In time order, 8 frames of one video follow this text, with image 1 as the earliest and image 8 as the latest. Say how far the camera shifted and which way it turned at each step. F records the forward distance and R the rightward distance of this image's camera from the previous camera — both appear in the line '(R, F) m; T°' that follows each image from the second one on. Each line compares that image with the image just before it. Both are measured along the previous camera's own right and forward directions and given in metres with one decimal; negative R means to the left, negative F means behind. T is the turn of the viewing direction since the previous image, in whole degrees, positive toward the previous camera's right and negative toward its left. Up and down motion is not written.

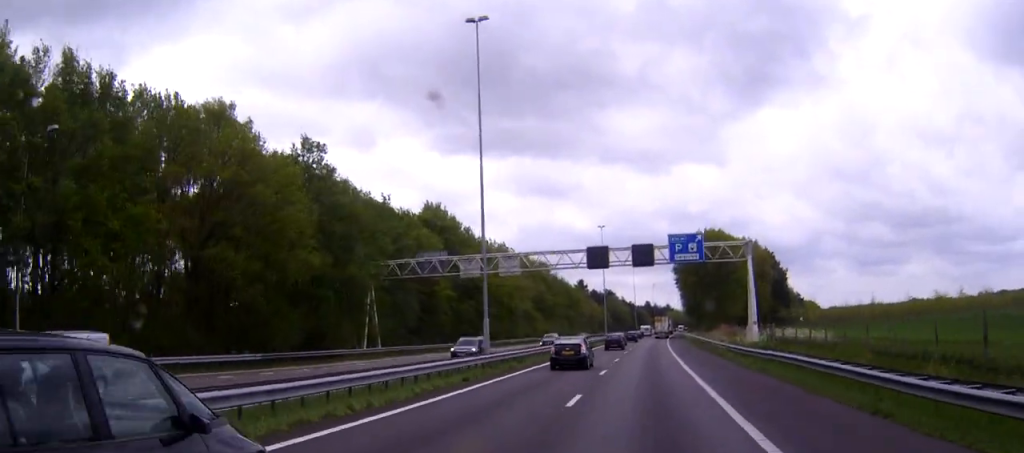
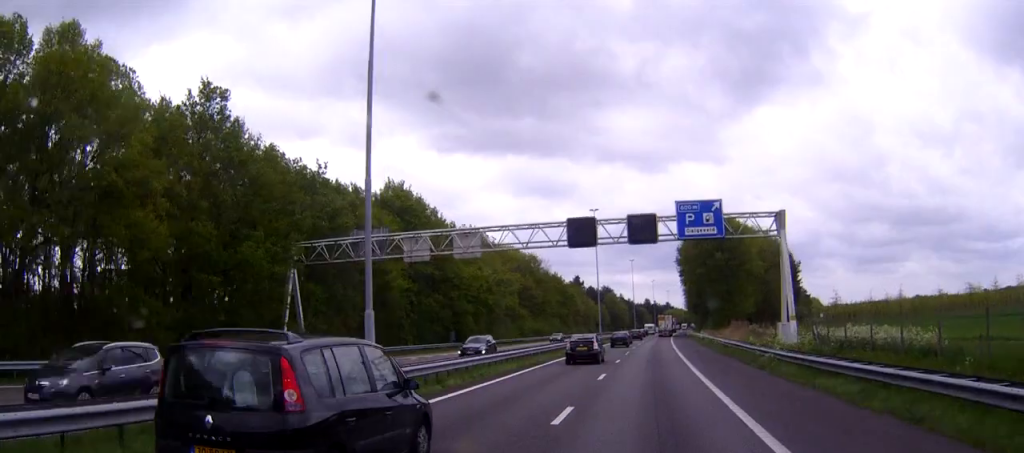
(0.0, +15.7) m; +1°
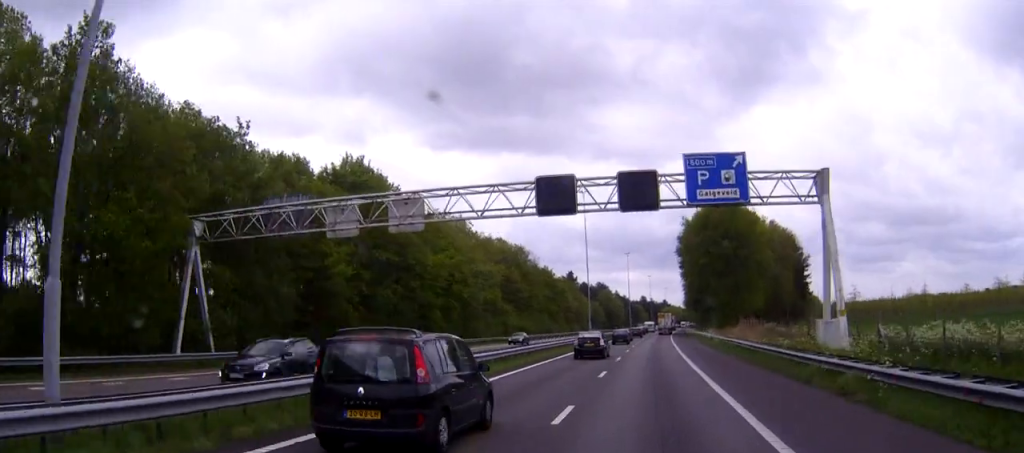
(+0.1, +12.5) m; 0°
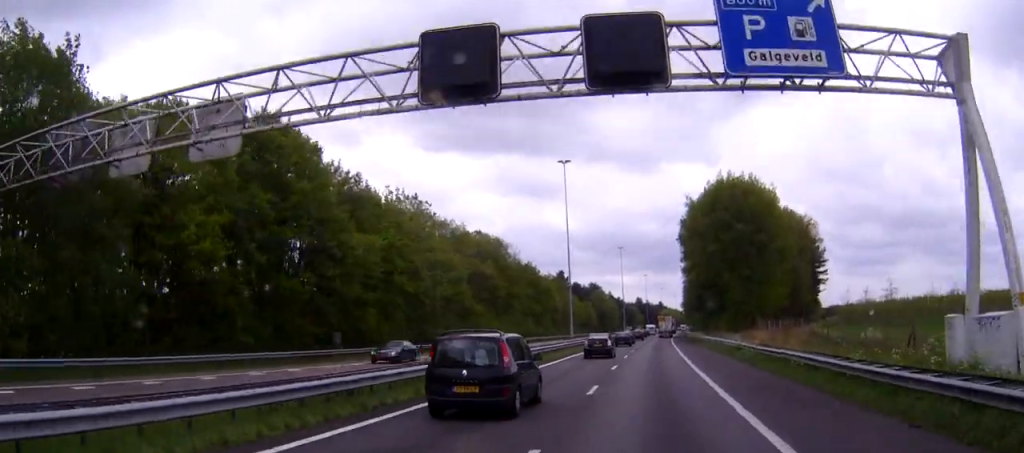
(+0.1, +18.0) m; +1°
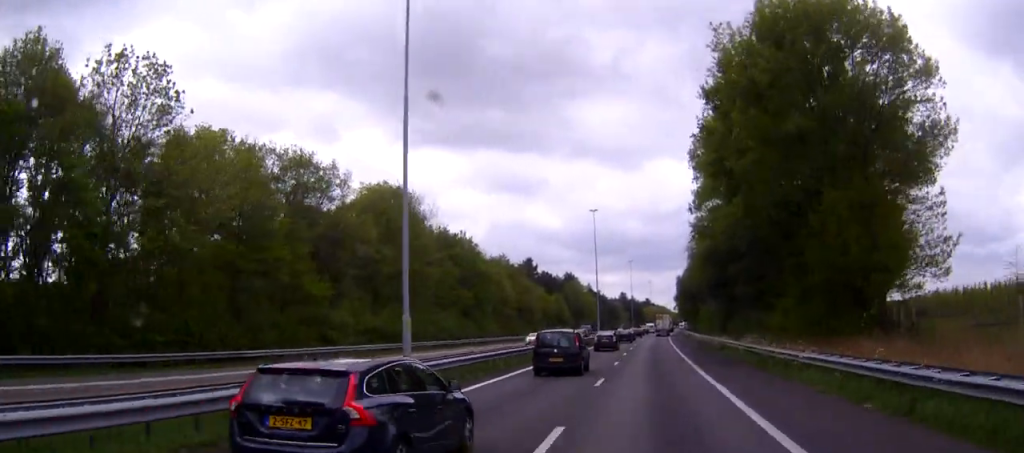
(+0.5, +46.8) m; +1°
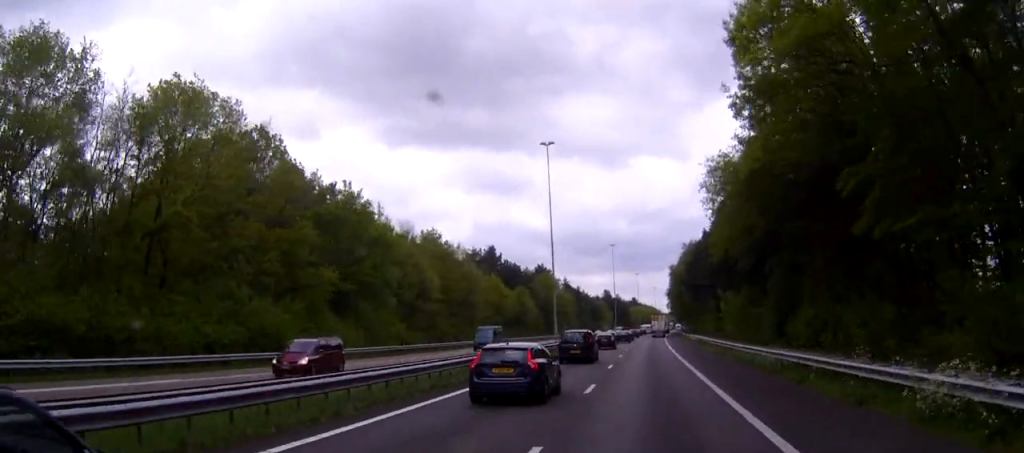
(+0.4, +38.9) m; +1°
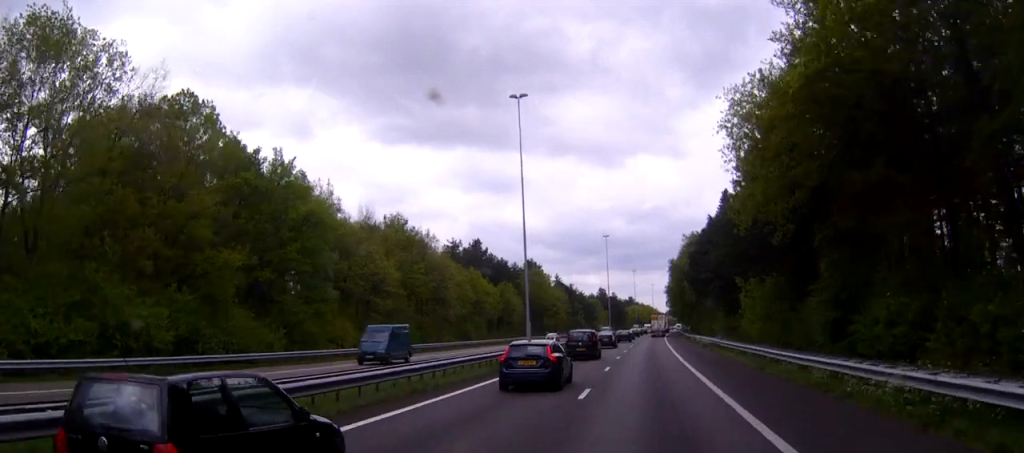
(-0.1, +13.9) m; 0°
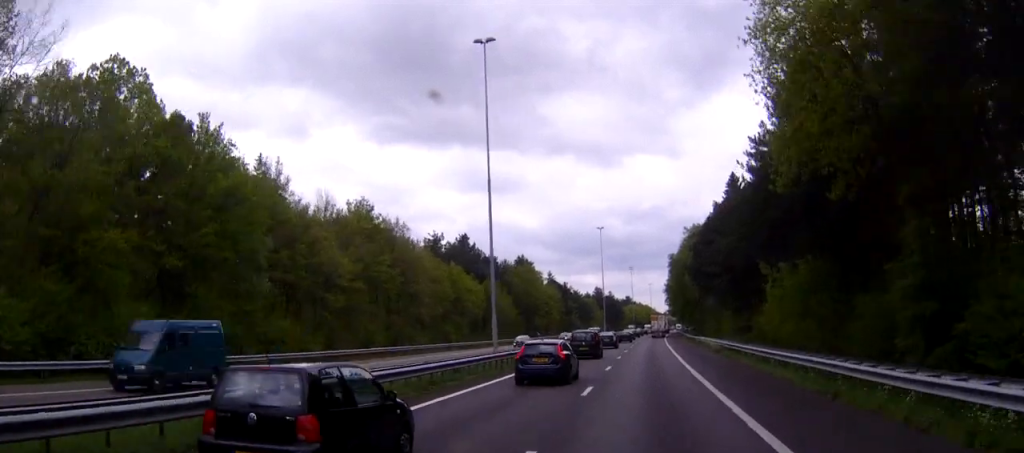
(0.0, +10.8) m; 0°
